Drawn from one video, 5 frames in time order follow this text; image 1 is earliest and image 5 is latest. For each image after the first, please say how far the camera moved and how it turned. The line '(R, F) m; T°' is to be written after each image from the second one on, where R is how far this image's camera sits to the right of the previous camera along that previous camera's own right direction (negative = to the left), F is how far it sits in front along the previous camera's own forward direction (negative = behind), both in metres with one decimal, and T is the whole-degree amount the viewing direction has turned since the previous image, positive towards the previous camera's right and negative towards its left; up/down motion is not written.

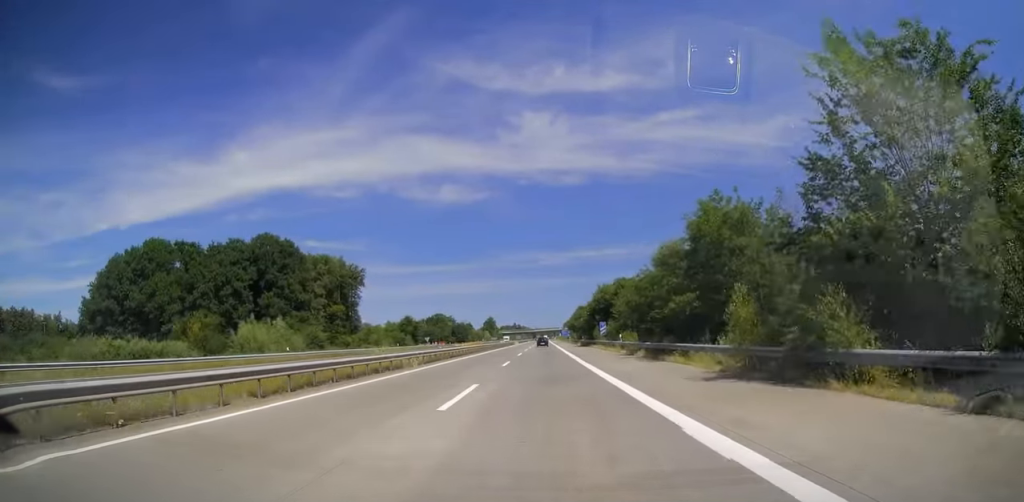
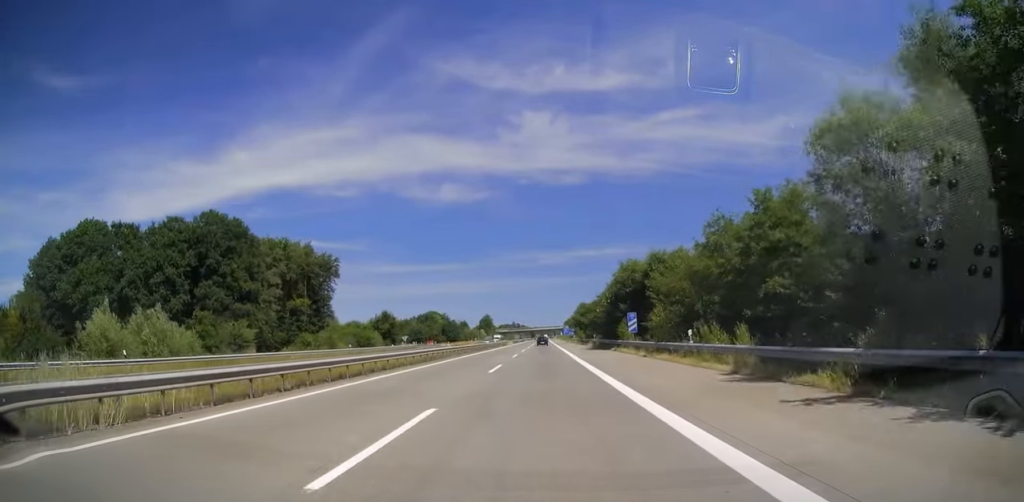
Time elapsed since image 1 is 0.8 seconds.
(-0.1, +24.3) m; +1°
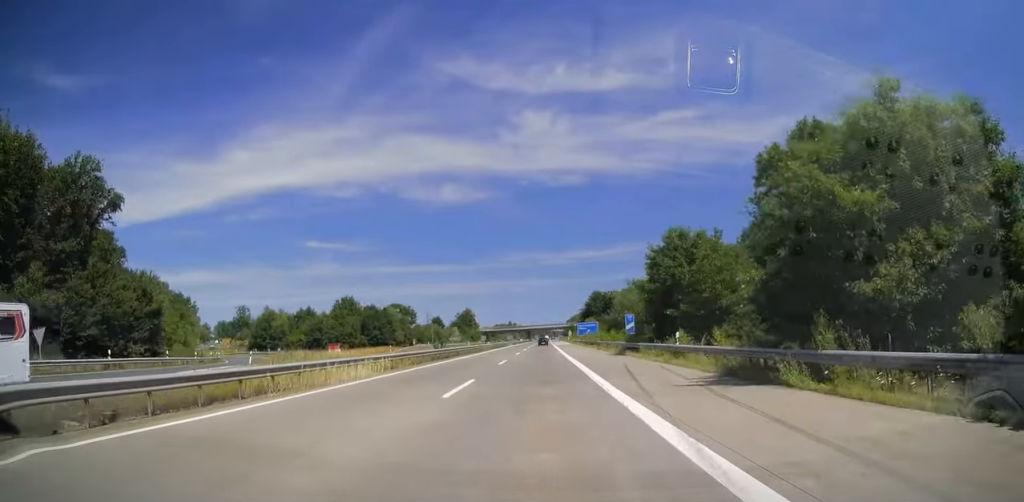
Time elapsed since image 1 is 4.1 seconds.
(+0.2, +99.6) m; 0°
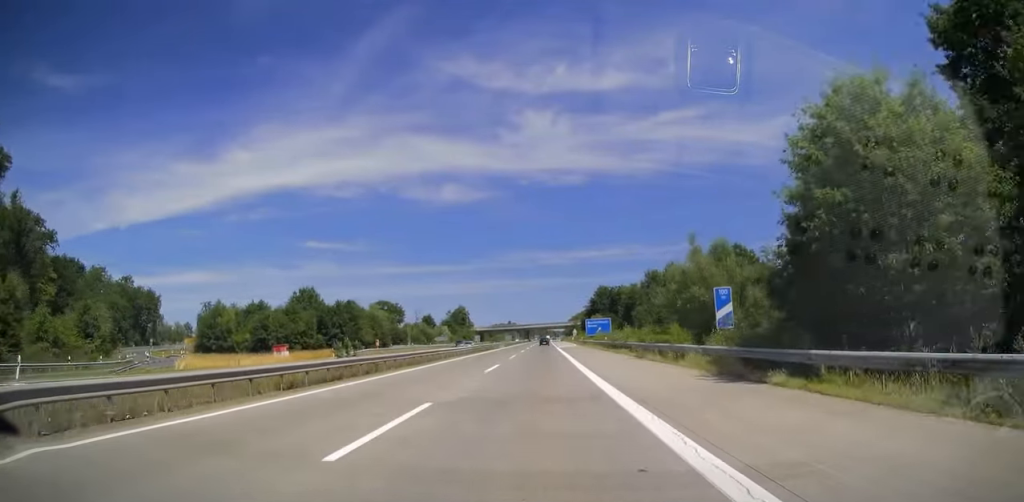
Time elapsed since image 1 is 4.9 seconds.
(-0.2, +25.3) m; 0°
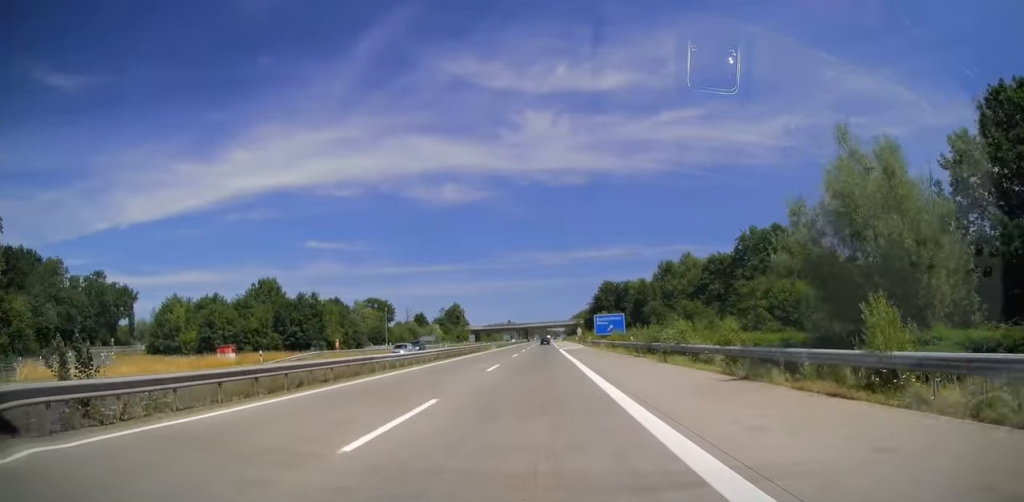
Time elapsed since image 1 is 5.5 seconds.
(-0.1, +17.7) m; 0°
